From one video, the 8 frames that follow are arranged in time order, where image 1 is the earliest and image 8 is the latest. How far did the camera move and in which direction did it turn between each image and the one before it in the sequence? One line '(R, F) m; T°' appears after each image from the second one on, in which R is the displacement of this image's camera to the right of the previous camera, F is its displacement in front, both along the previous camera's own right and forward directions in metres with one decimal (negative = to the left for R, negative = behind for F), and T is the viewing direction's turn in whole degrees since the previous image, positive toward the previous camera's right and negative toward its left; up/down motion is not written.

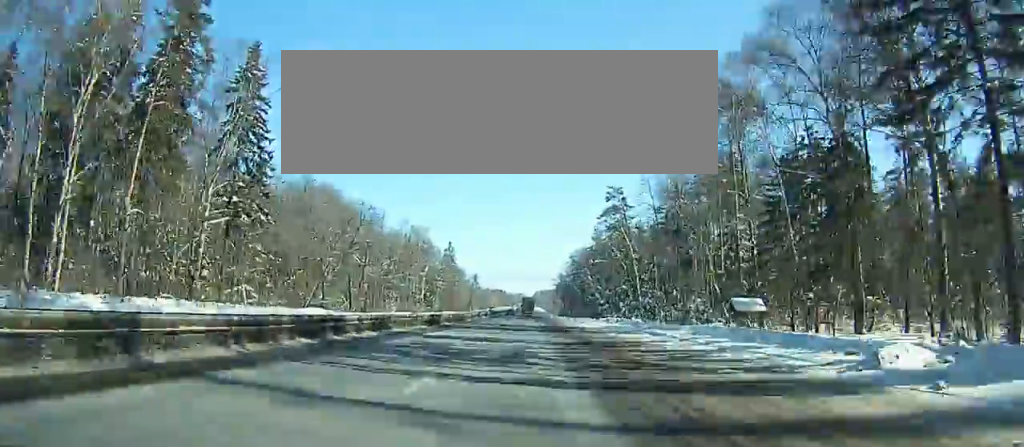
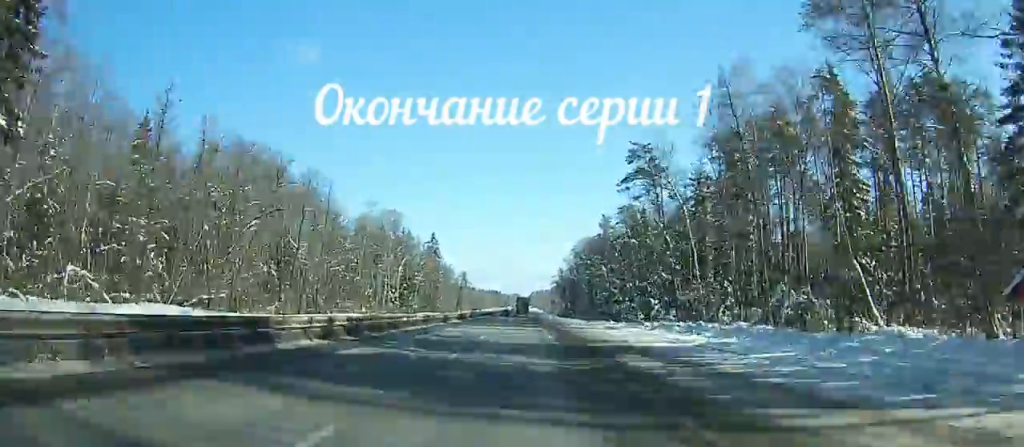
(+0.1, +28.5) m; 0°
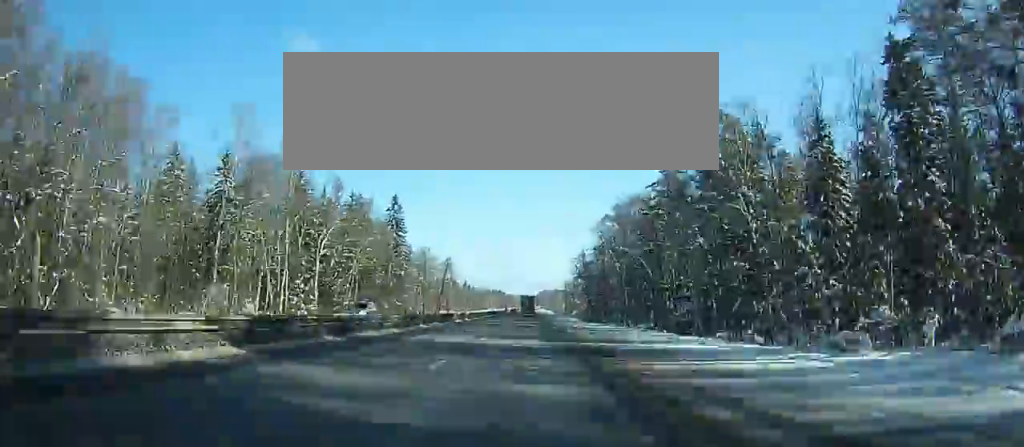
(+0.1, +58.9) m; 0°
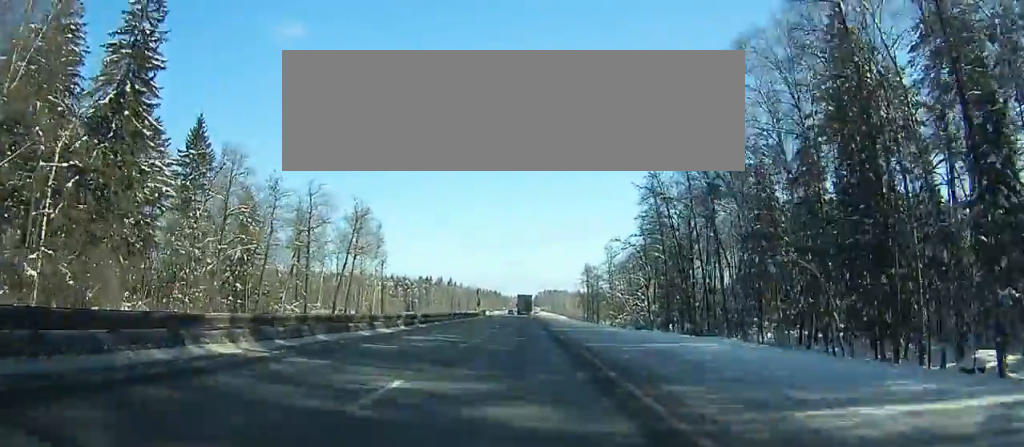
(-0.2, +86.2) m; -8°
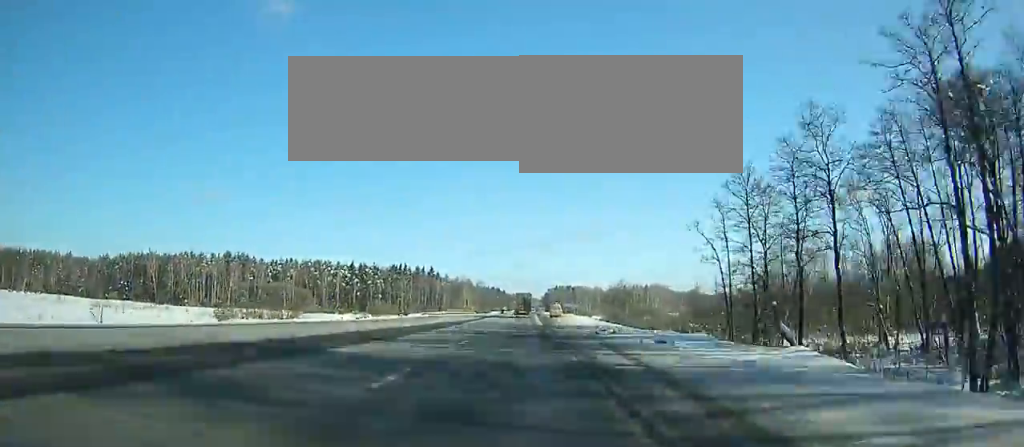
(+4.7, +106.3) m; +11°
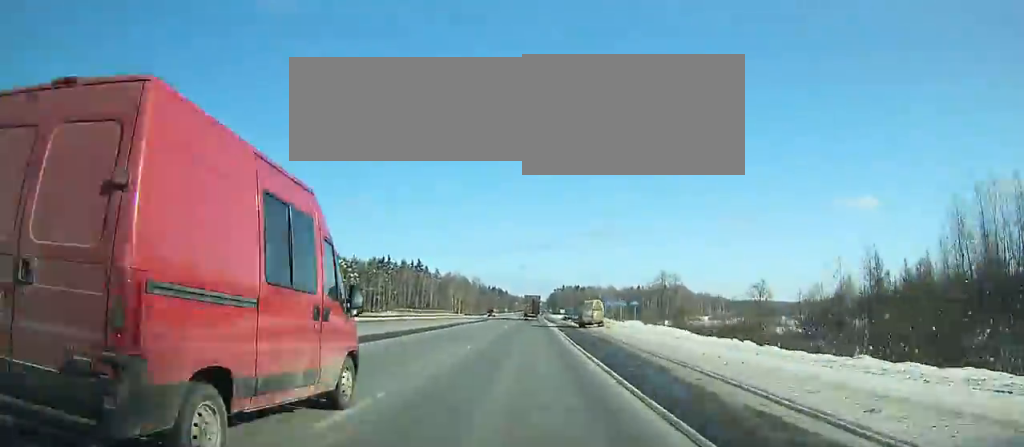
(+4.1, +59.6) m; +1°
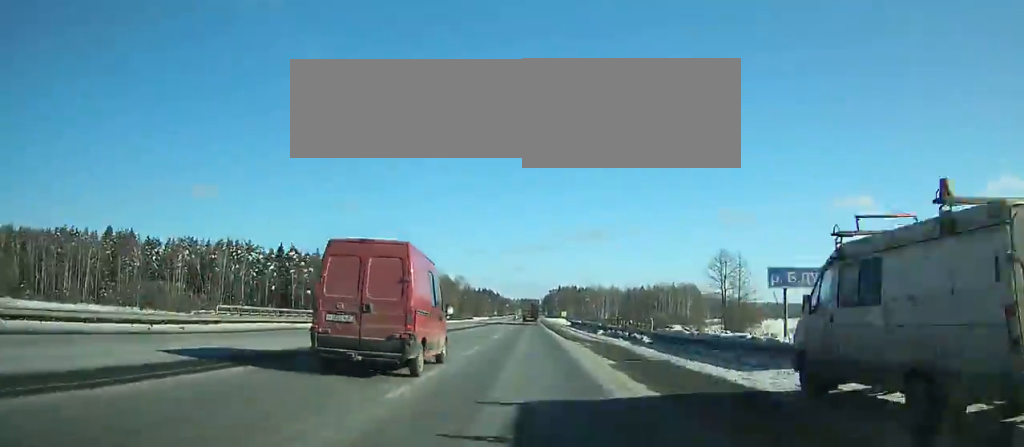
(-2.8, +51.2) m; -4°
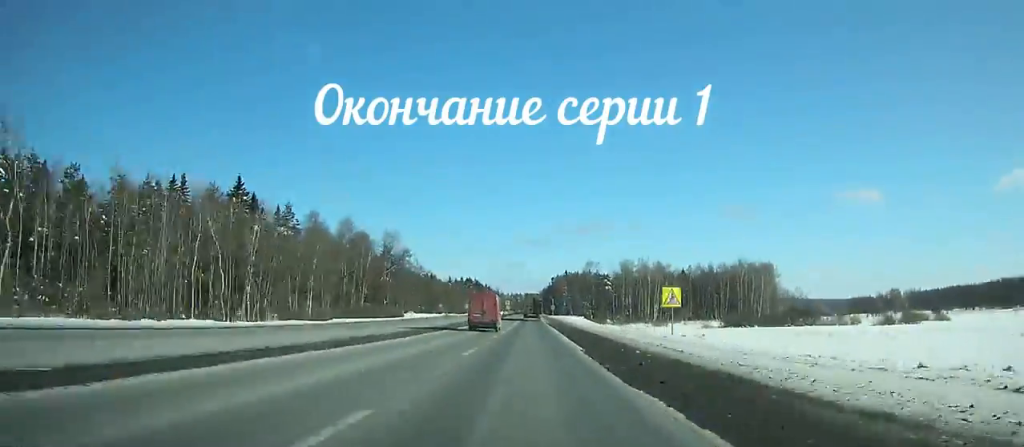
(-1.5, +135.4) m; -1°
